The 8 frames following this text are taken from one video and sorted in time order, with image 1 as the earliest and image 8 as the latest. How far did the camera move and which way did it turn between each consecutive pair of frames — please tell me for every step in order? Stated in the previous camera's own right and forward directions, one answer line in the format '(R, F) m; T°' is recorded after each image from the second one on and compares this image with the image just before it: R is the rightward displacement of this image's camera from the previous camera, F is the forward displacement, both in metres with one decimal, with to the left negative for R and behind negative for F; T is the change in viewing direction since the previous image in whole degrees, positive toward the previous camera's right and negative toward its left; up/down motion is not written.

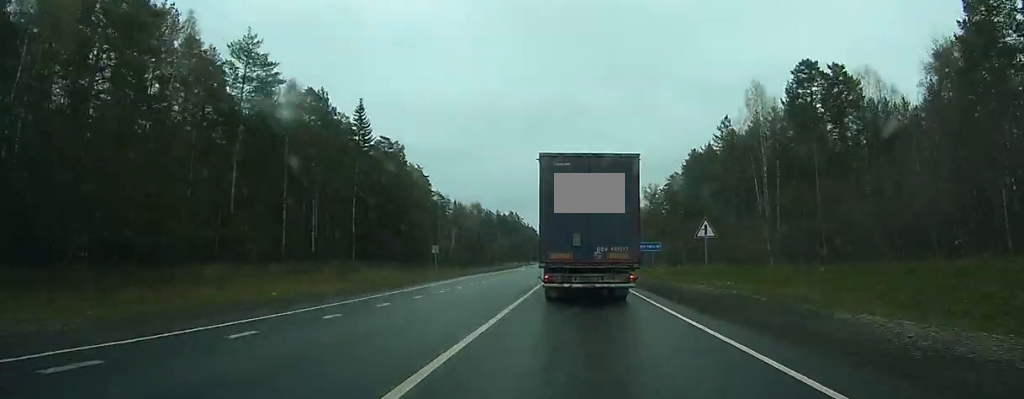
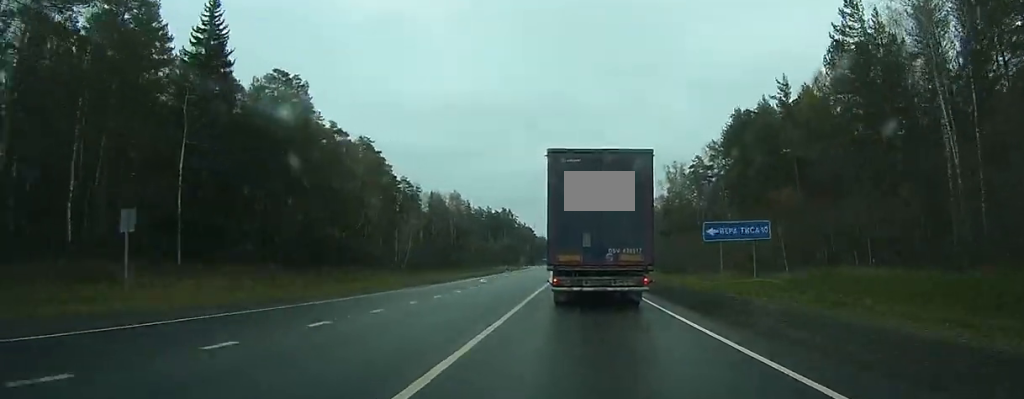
(+0.3, +44.6) m; +1°
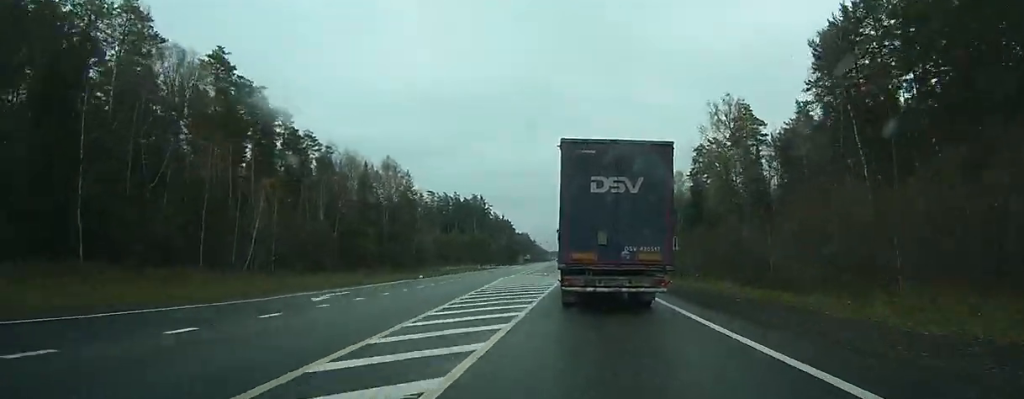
(+0.4, +58.2) m; +1°
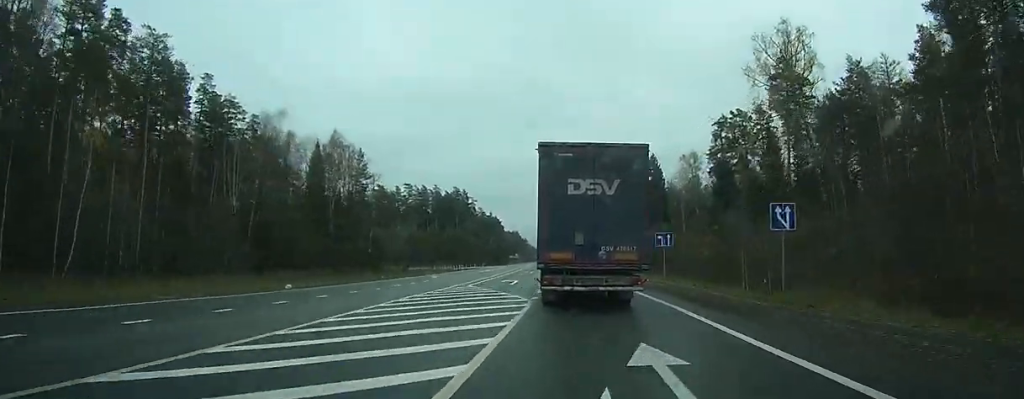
(+0.2, +26.9) m; 0°
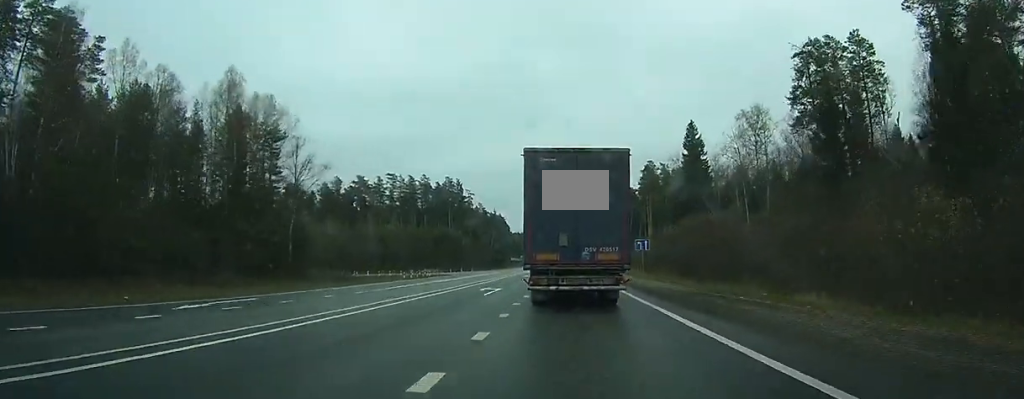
(-0.1, +38.5) m; -1°
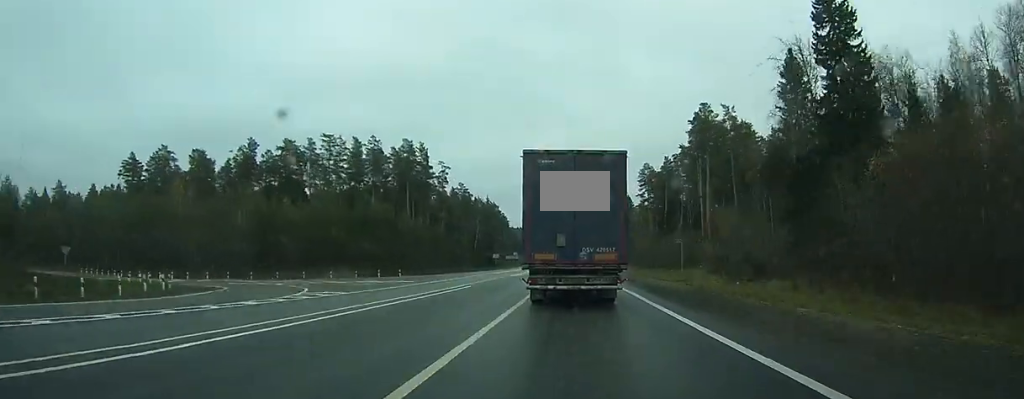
(-0.9, +63.2) m; -2°
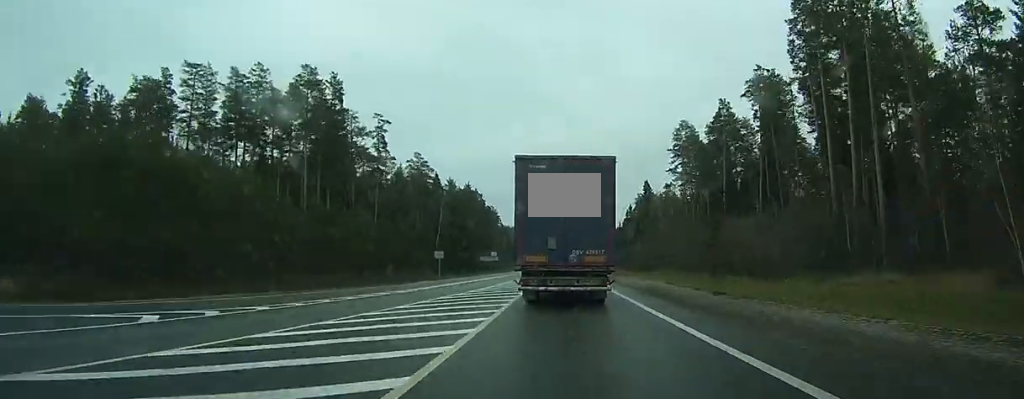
(-0.7, +58.7) m; -1°
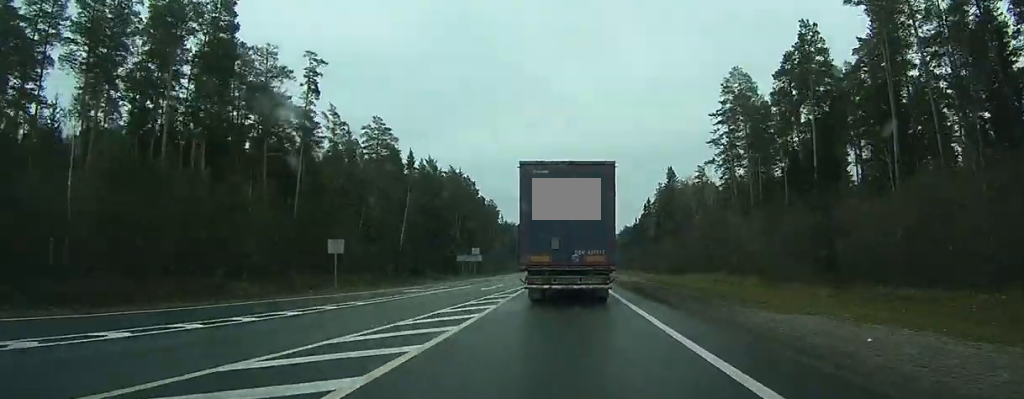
(-0.1, +35.3) m; 0°
